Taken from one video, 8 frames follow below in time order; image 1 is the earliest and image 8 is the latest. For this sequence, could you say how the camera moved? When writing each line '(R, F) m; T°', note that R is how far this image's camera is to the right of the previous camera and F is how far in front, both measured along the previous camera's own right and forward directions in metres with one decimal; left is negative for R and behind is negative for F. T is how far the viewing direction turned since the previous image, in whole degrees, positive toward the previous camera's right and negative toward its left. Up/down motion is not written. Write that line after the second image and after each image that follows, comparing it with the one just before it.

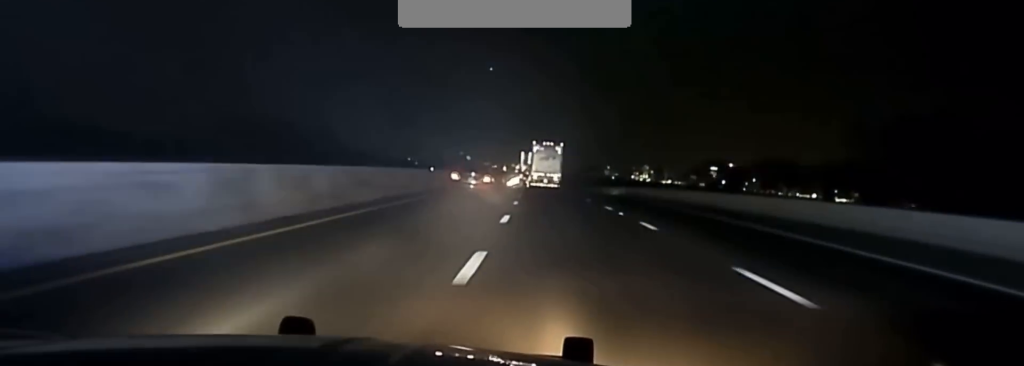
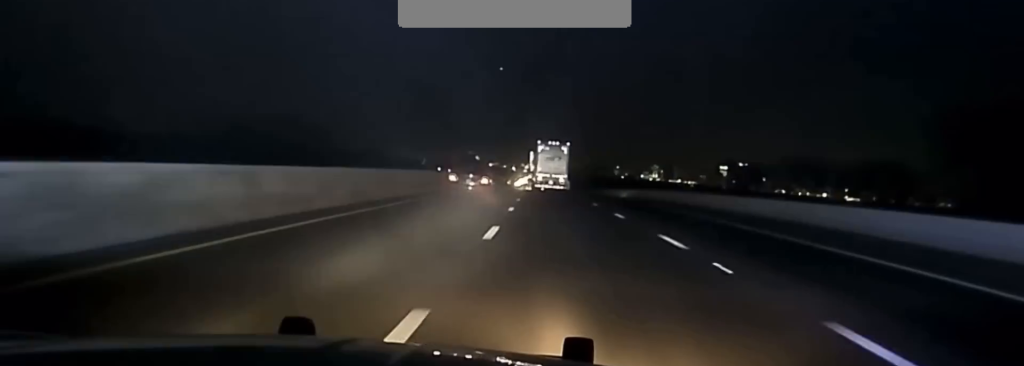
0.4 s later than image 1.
(0.0, +17.0) m; 0°
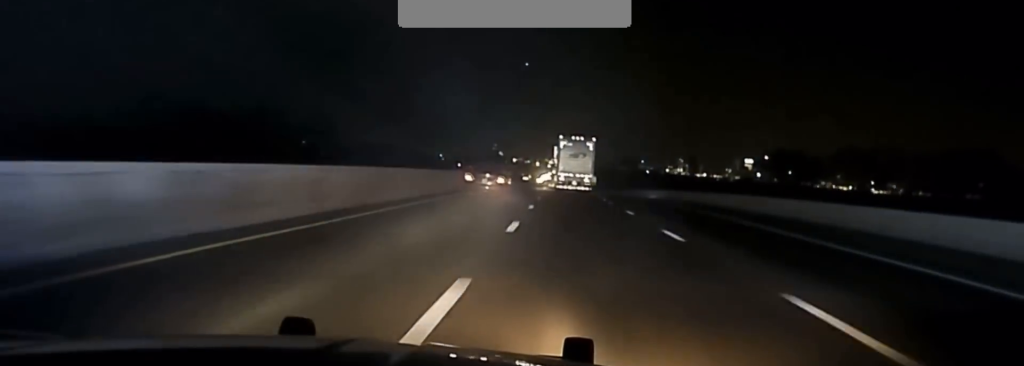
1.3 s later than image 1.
(0.0, +34.3) m; -1°
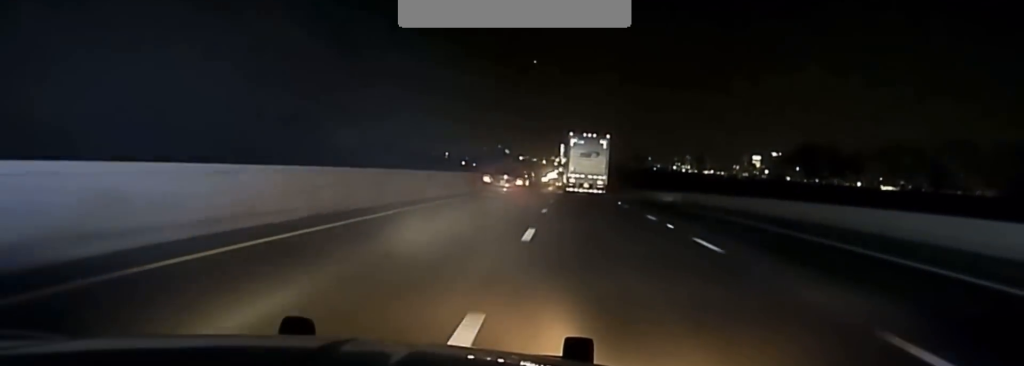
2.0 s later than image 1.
(-0.2, +26.5) m; -1°
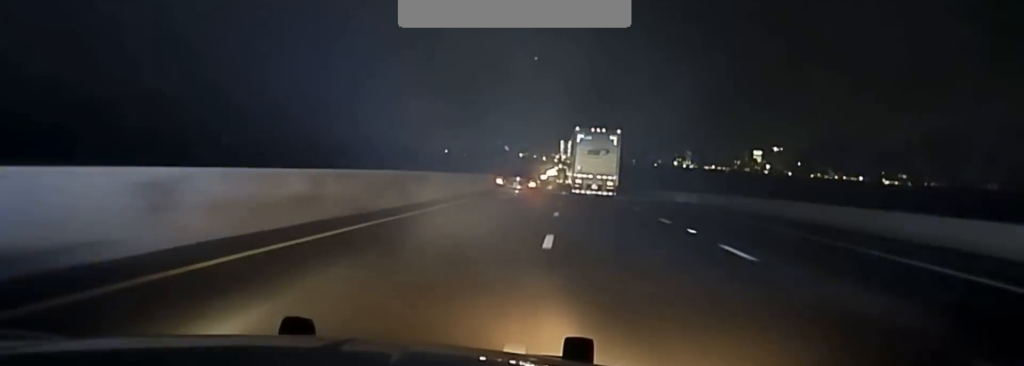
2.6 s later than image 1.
(-0.4, +25.1) m; -1°
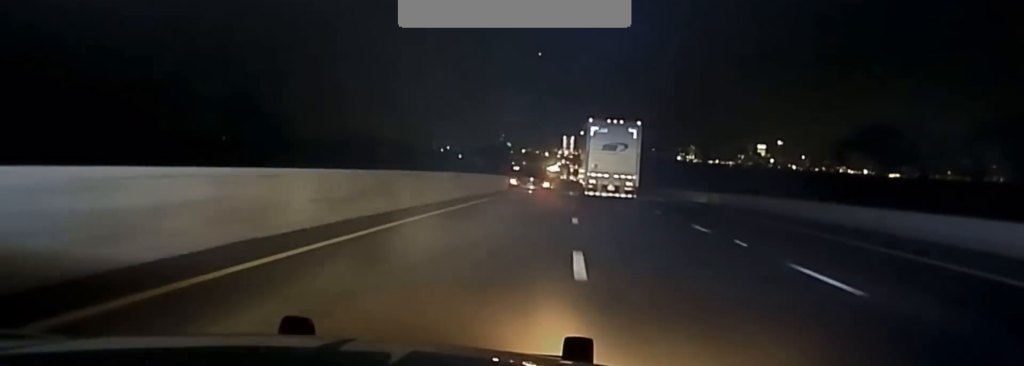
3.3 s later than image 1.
(-0.1, +28.2) m; 0°
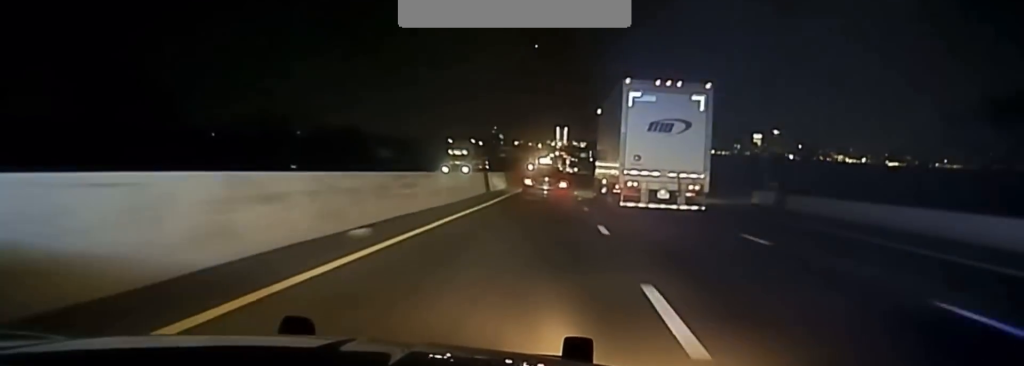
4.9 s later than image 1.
(-0.4, +63.5) m; 0°
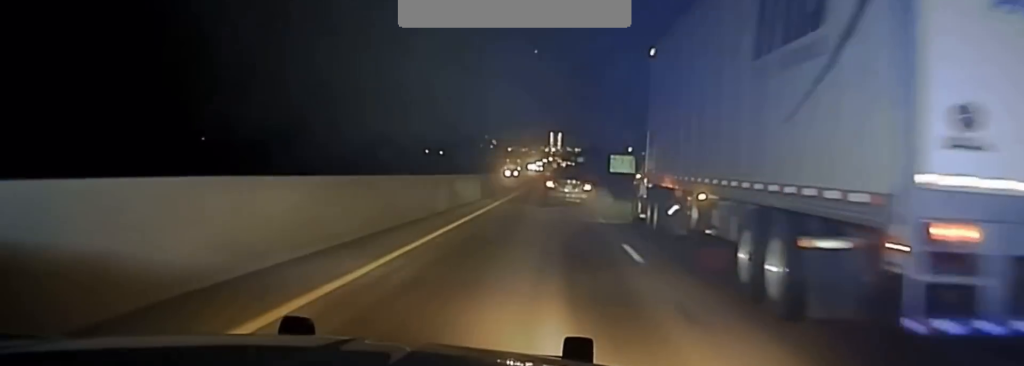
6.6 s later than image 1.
(+0.7, +68.1) m; +1°
